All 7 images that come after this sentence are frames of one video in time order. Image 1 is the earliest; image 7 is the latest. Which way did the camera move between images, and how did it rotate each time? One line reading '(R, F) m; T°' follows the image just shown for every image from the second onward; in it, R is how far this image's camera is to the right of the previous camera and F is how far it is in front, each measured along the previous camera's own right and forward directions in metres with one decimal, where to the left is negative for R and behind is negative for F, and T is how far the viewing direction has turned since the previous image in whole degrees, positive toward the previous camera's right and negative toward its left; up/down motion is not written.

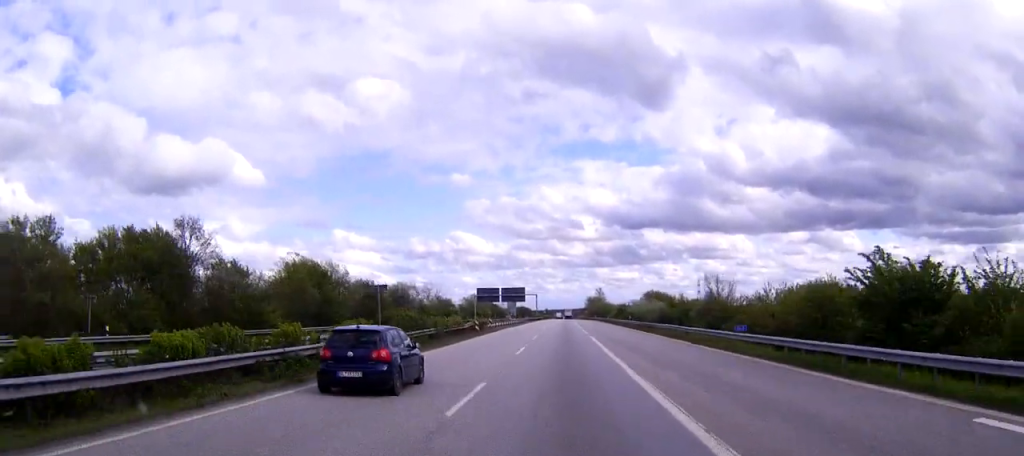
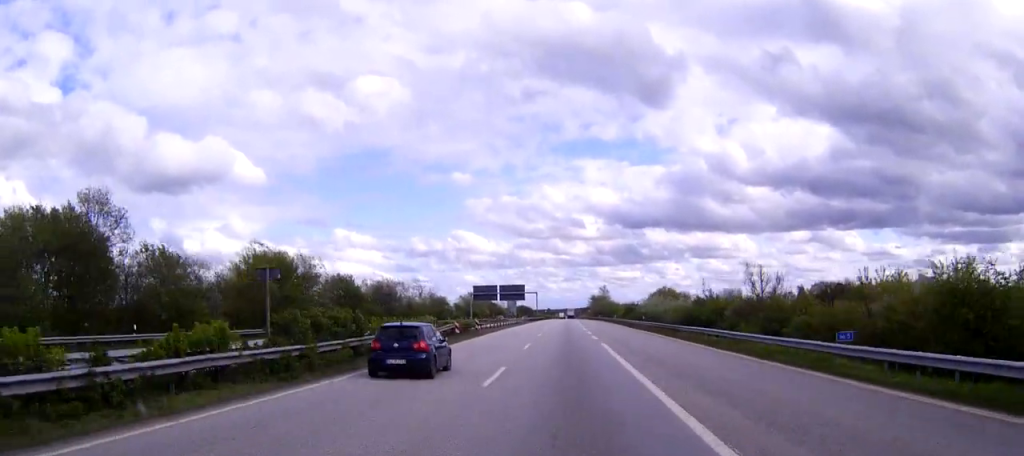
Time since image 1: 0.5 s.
(0.0, +13.2) m; 0°
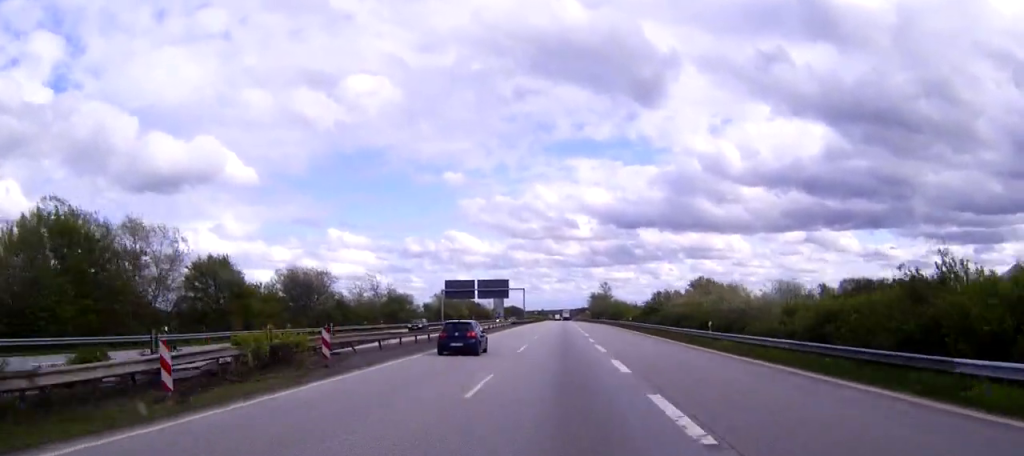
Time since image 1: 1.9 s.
(+0.1, +37.7) m; 0°
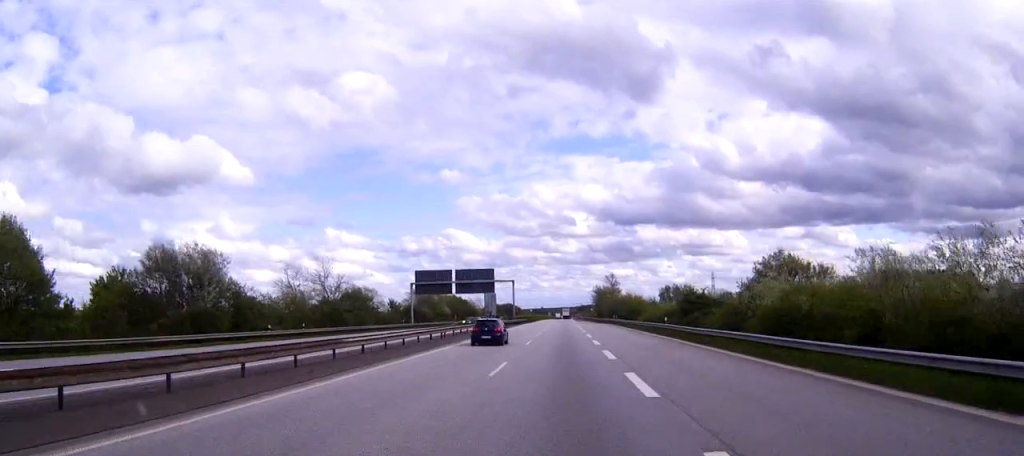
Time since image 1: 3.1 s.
(+0.1, +30.8) m; 0°
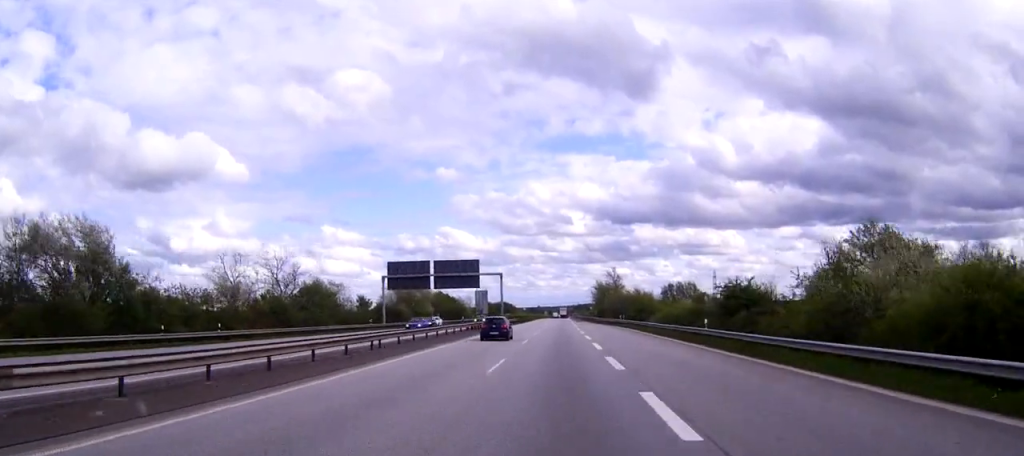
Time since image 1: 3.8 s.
(0.0, +17.7) m; 0°
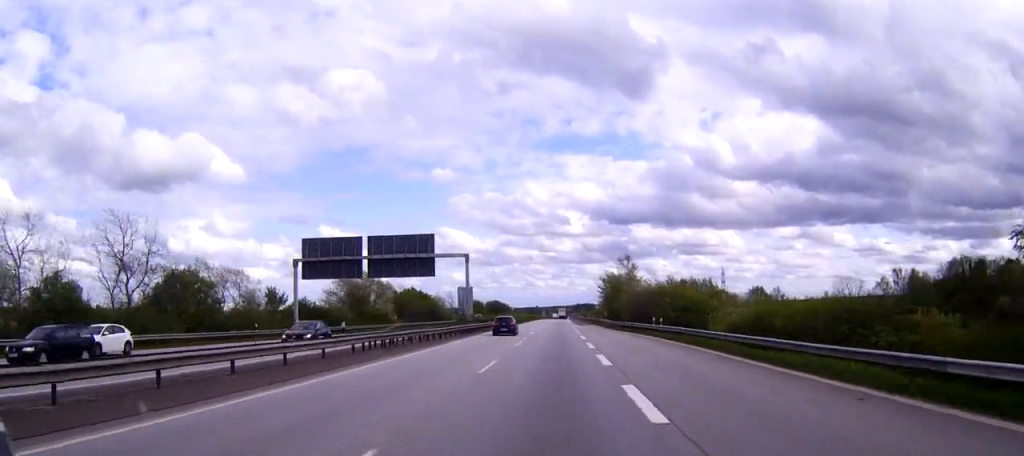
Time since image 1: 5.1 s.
(0.0, +35.3) m; 0°
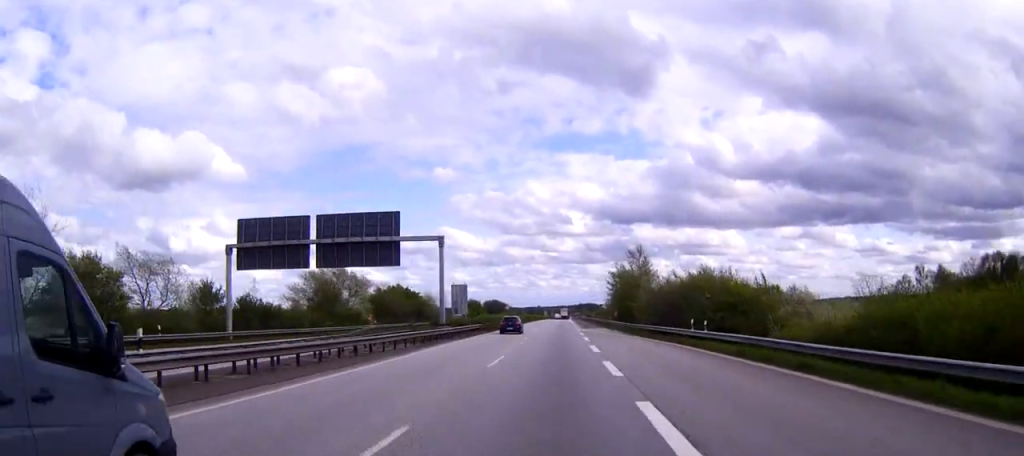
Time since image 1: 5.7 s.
(0.0, +15.9) m; 0°
